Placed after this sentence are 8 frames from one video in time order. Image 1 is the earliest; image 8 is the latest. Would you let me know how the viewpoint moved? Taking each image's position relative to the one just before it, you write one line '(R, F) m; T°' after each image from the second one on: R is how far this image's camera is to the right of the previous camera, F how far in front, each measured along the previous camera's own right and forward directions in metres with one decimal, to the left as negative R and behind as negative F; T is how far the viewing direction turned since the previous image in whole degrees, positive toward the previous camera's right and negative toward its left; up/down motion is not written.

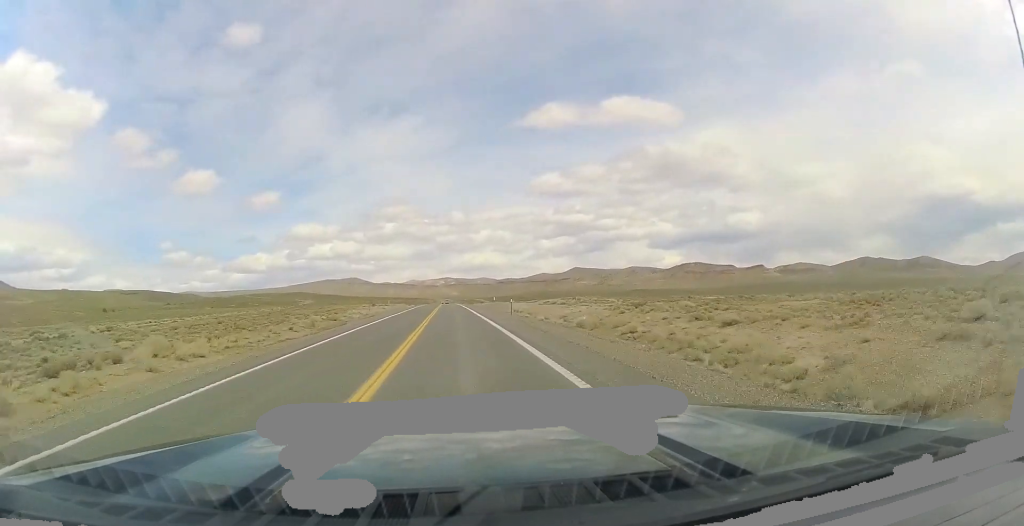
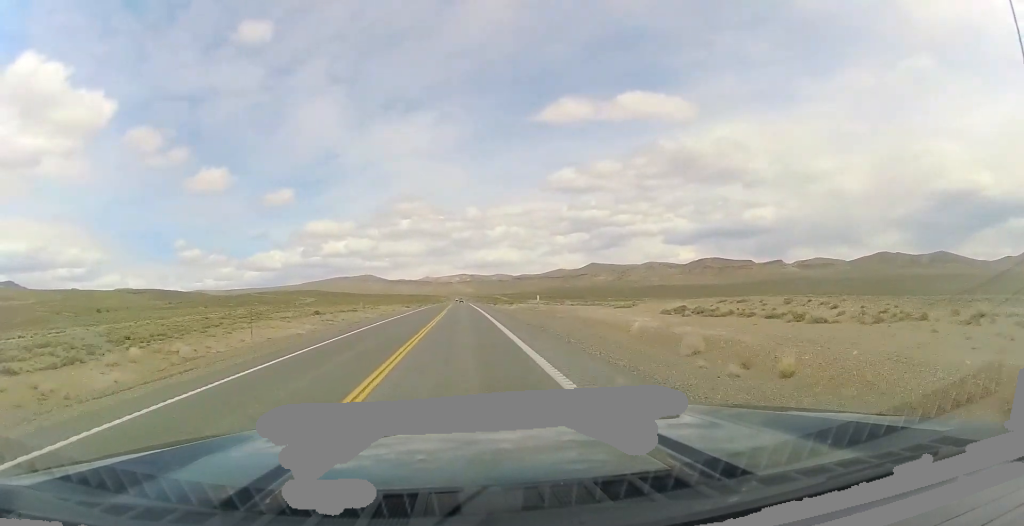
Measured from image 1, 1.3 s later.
(-0.9, +44.9) m; -3°
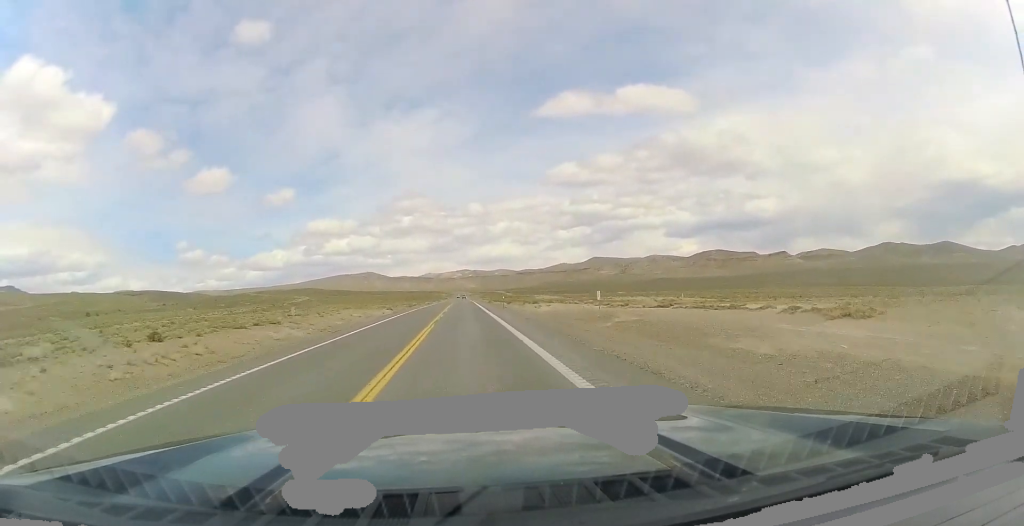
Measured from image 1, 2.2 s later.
(-0.7, +28.1) m; 0°
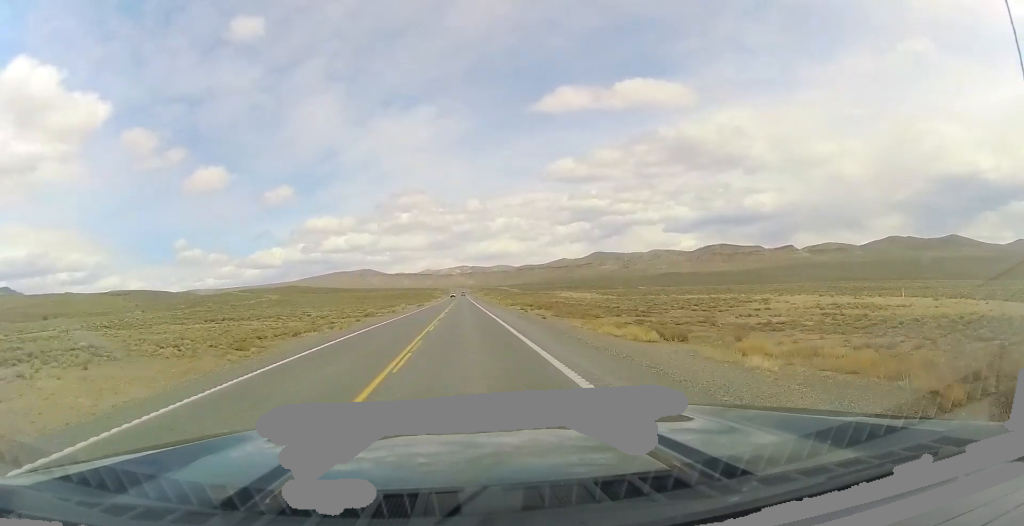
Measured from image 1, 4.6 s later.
(+0.5, +82.5) m; +1°
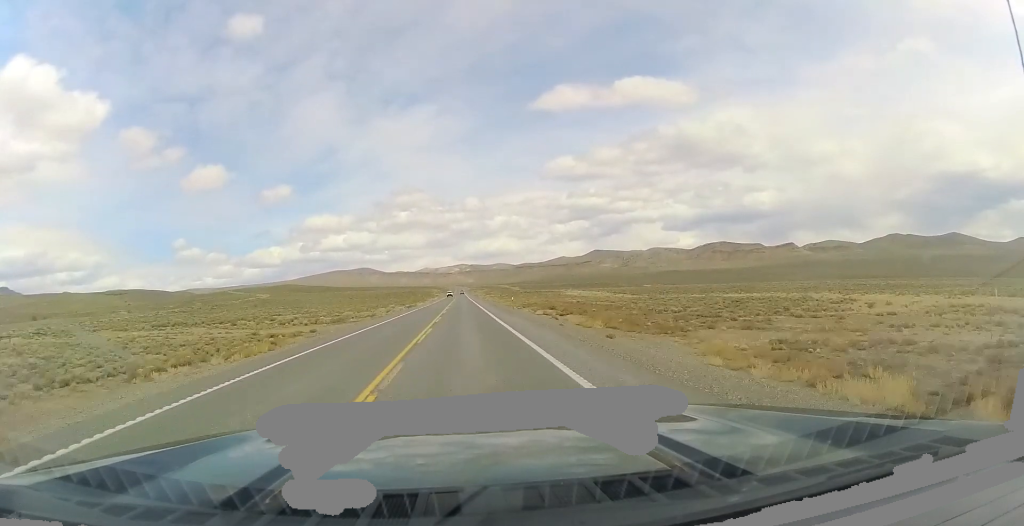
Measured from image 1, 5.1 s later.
(+0.2, +18.3) m; +1°
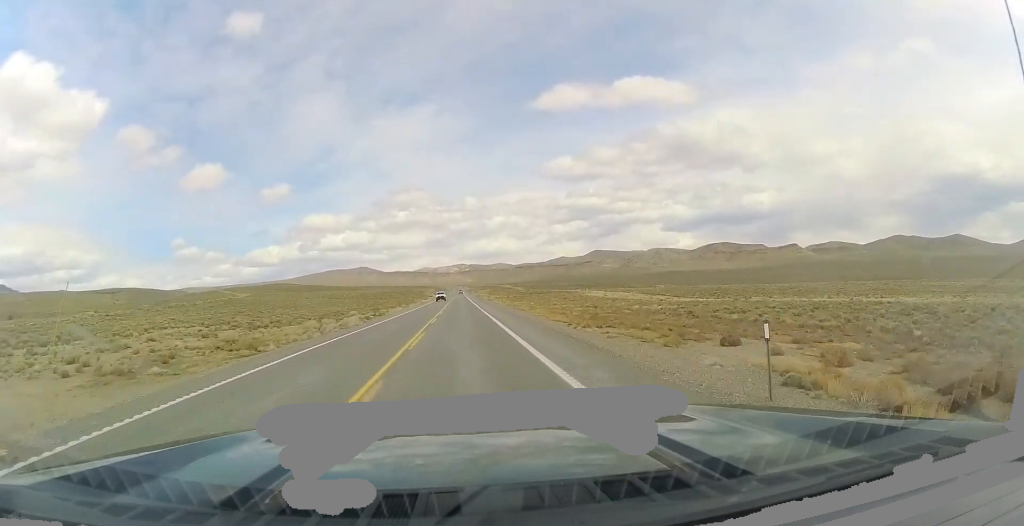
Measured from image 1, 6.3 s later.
(+0.3, +39.6) m; +1°
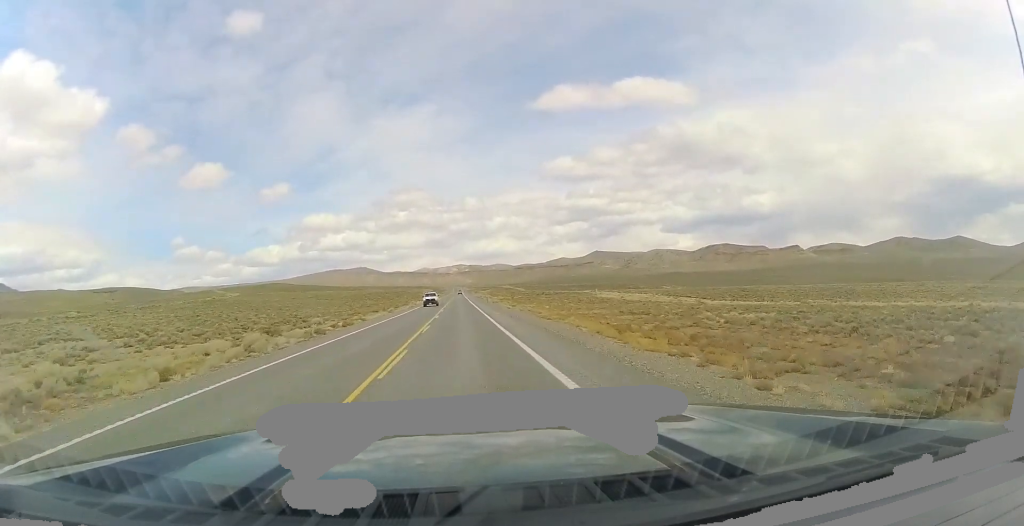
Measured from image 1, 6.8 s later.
(+0.1, +19.0) m; 0°
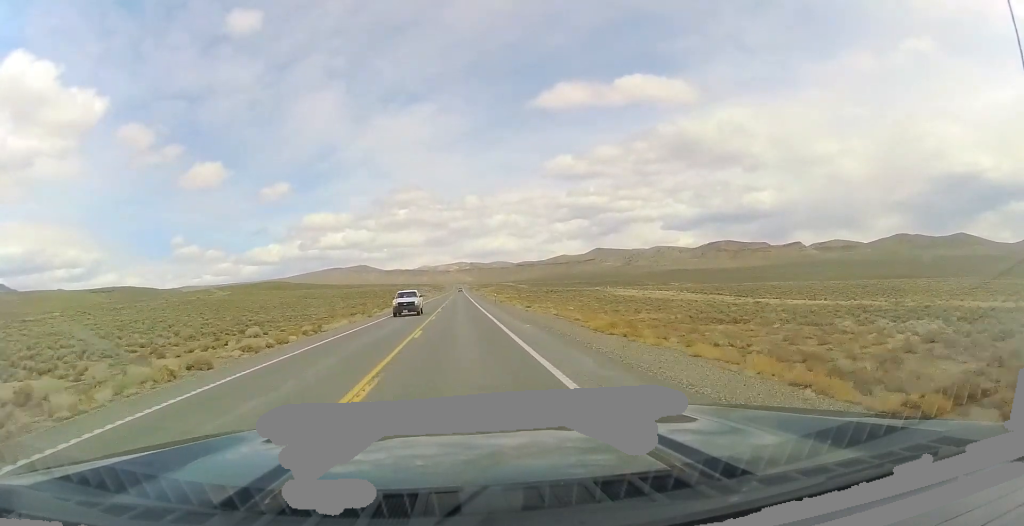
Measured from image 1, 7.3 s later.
(+0.2, +17.8) m; 0°
